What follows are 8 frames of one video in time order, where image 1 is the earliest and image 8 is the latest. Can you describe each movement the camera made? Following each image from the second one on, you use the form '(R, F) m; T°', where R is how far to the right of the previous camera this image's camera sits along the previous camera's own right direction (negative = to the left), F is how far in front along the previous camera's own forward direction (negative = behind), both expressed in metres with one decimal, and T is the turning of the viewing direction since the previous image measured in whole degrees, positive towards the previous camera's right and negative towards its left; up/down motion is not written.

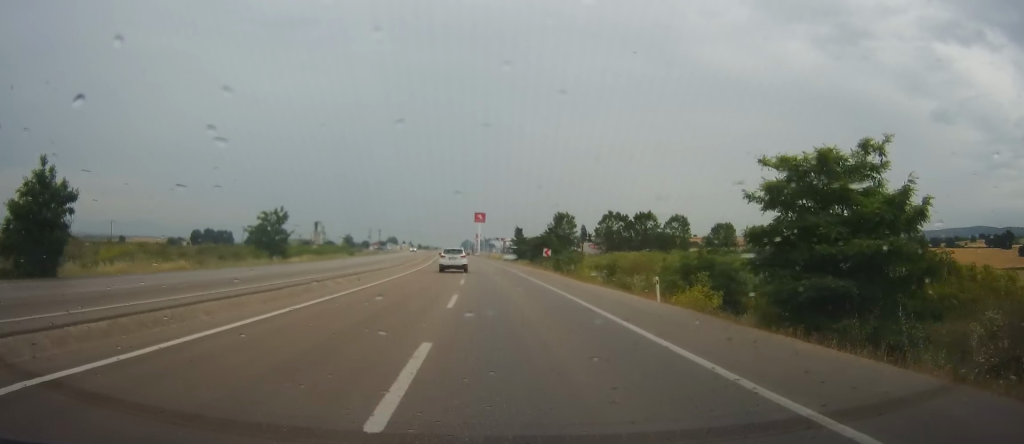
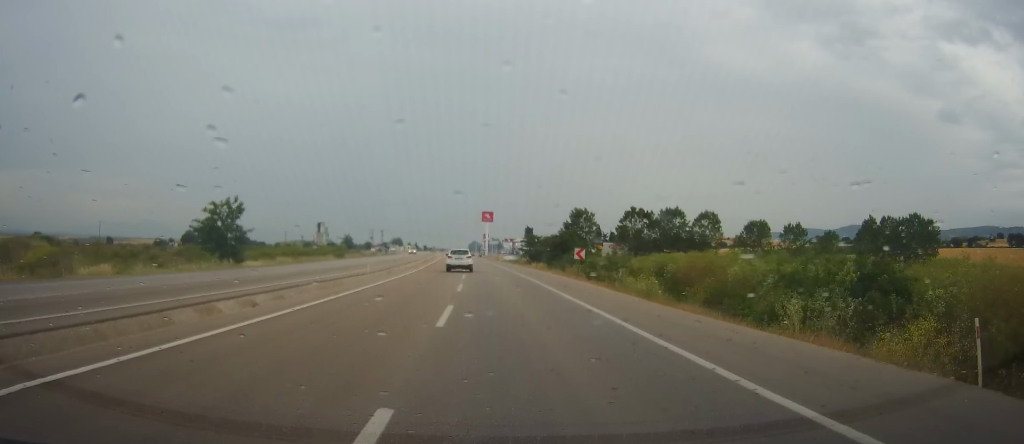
(-0.3, +16.4) m; 0°
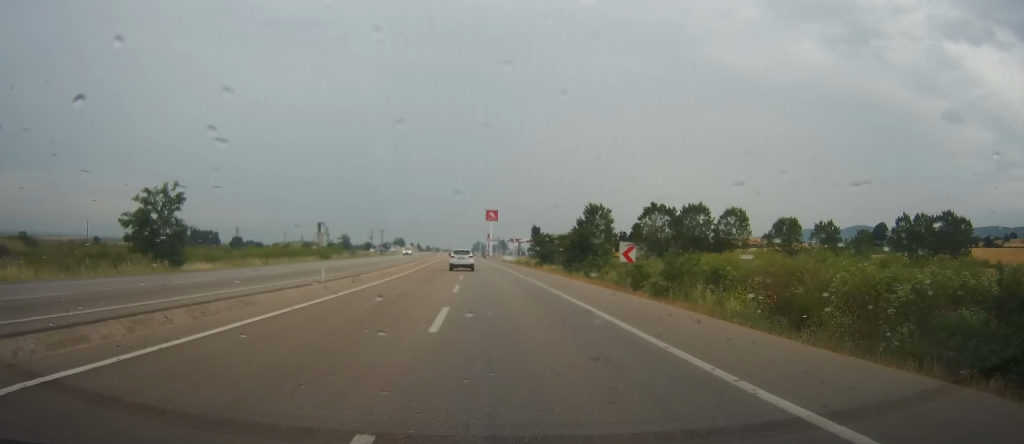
(+0.2, +12.8) m; +1°
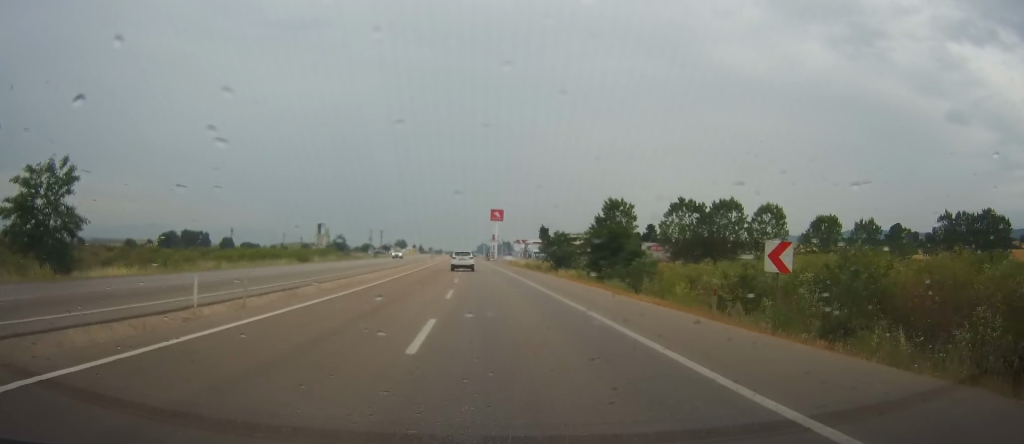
(+0.1, +13.9) m; 0°
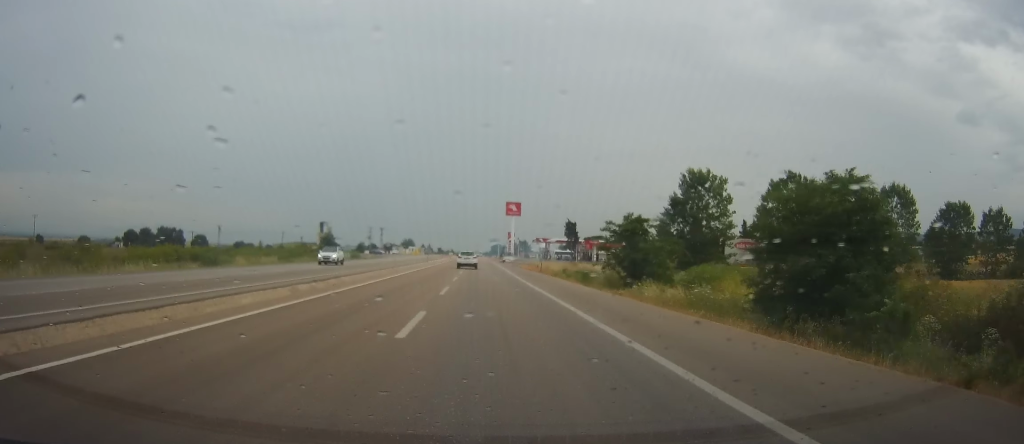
(-0.6, +34.3) m; -2°
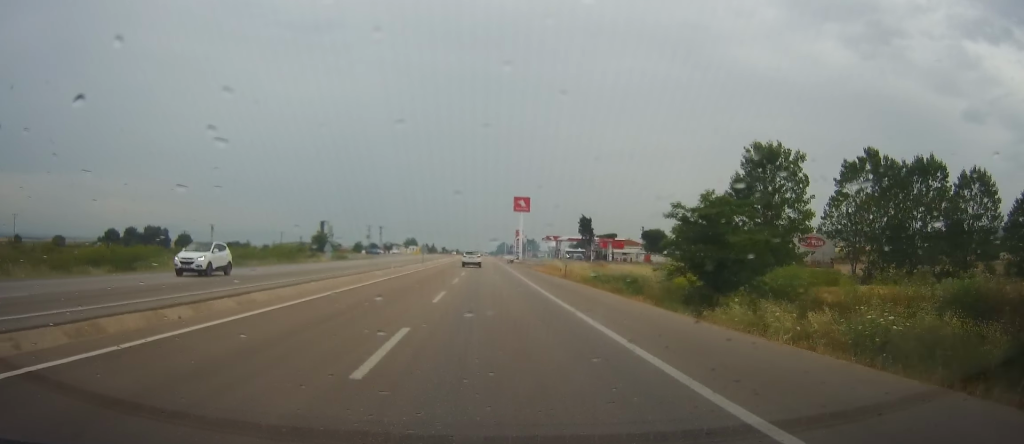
(-0.2, +15.6) m; -1°
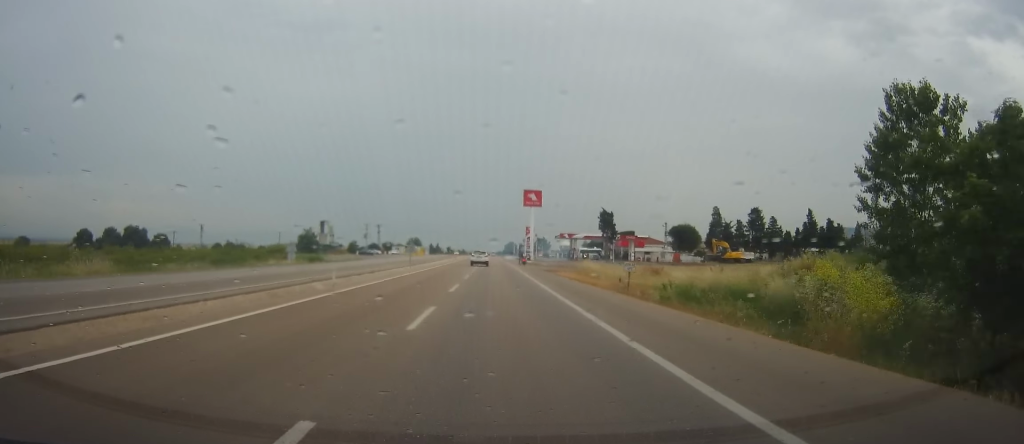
(-0.1, +19.2) m; -1°
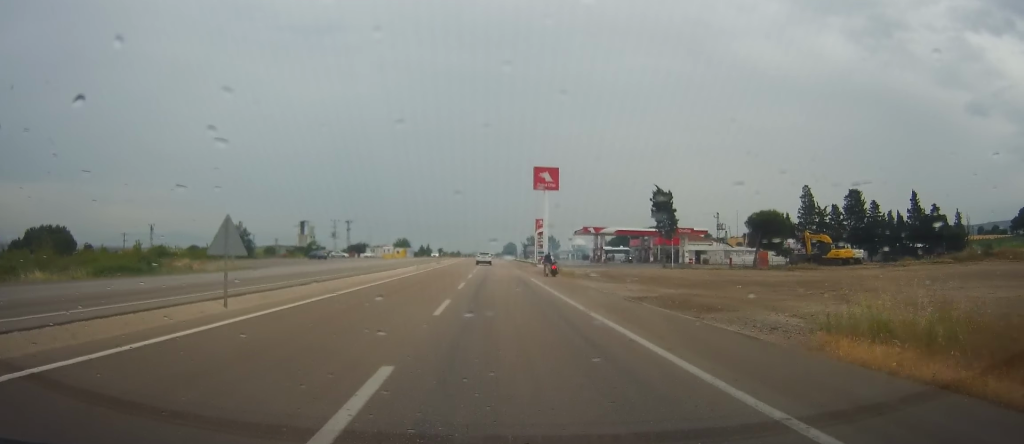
(-1.0, +44.2) m; -1°
